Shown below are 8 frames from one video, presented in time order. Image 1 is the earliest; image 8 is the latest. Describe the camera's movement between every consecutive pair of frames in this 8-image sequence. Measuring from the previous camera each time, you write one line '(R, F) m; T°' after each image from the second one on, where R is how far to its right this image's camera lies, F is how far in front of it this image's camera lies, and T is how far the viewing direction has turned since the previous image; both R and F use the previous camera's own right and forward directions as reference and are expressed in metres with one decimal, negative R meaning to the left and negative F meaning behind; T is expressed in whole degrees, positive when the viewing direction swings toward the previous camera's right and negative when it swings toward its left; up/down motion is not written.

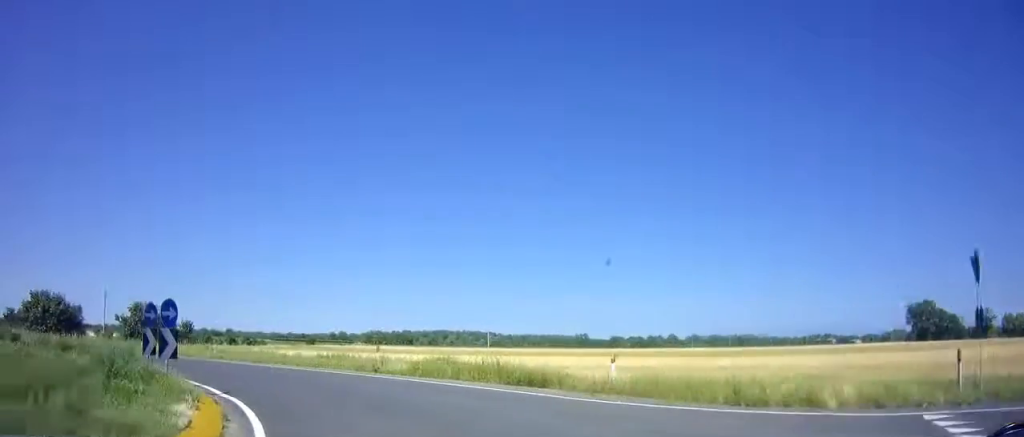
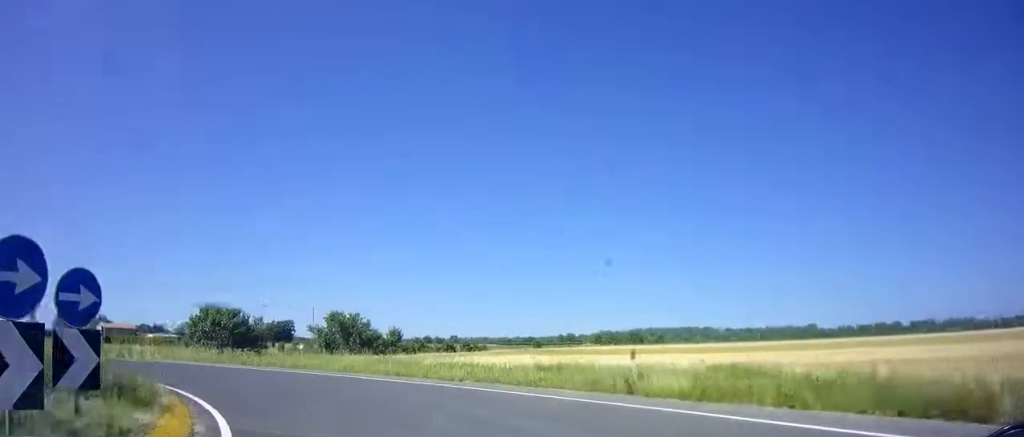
(-1.8, +7.7) m; -26°
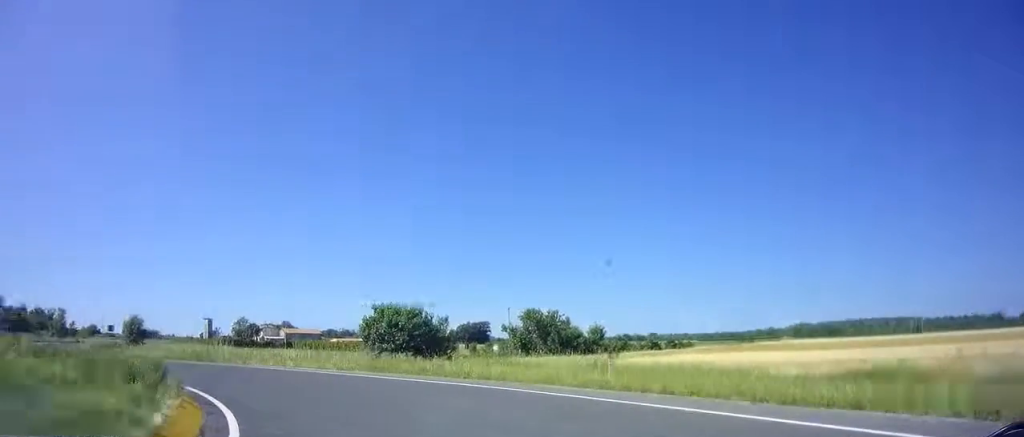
(-0.8, +5.9) m; -18°
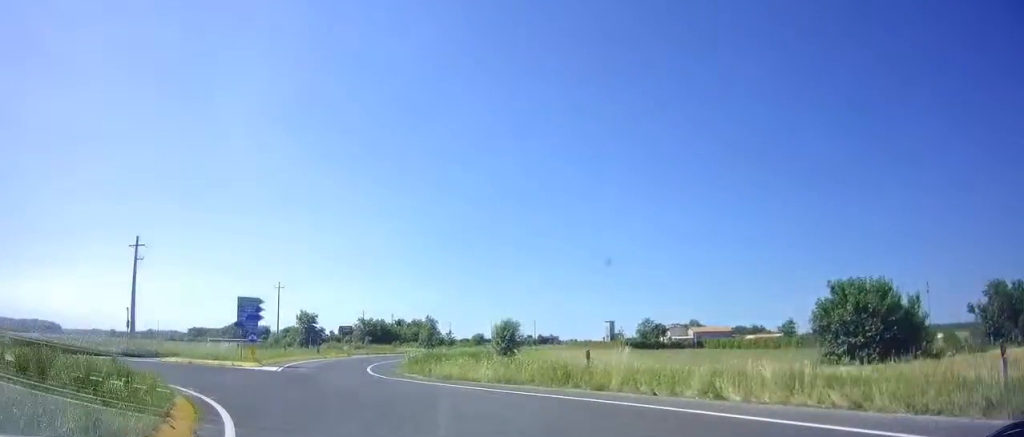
(-4.8, +14.9) m; -26°
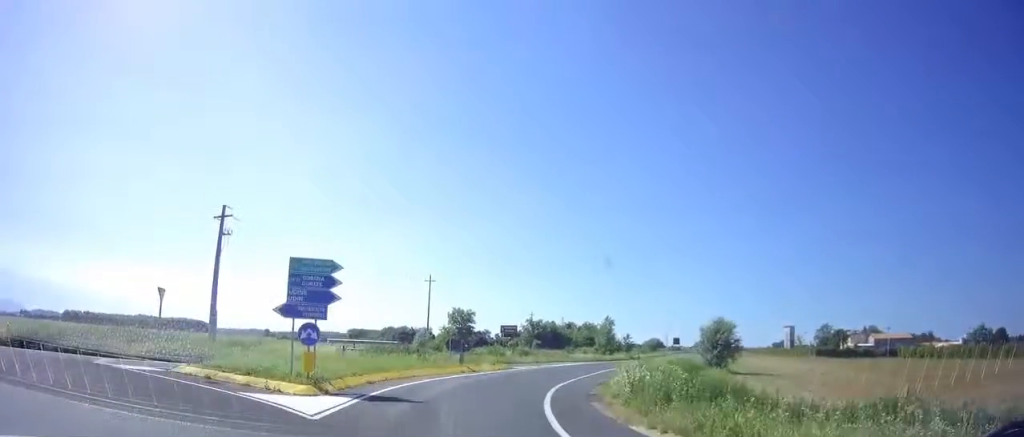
(0.0, +14.0) m; +3°
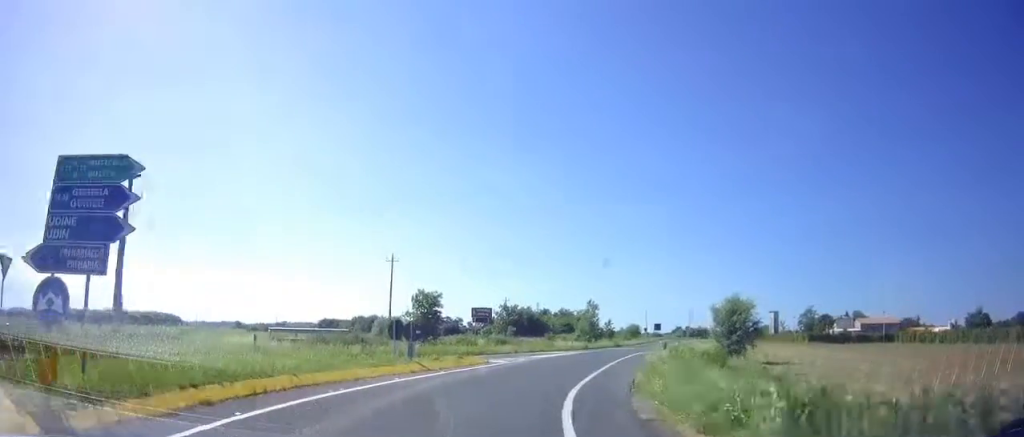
(+0.3, +8.3) m; +6°
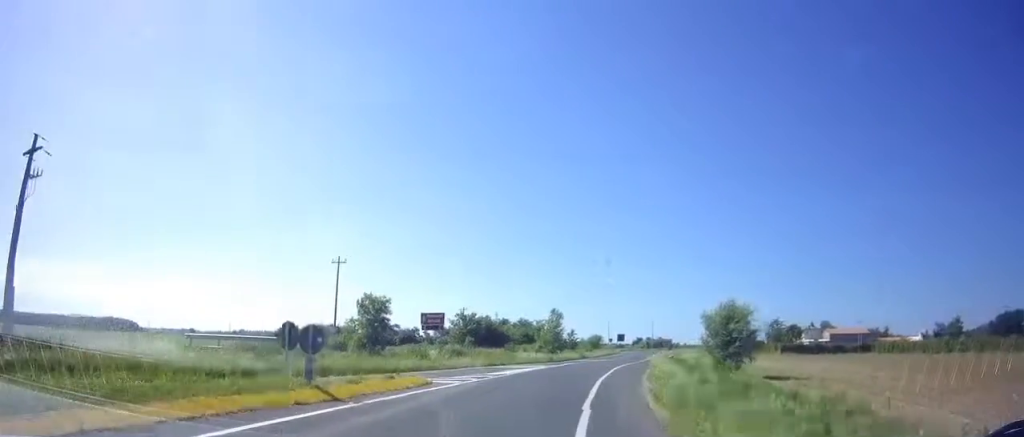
(+0.3, +5.9) m; +4°
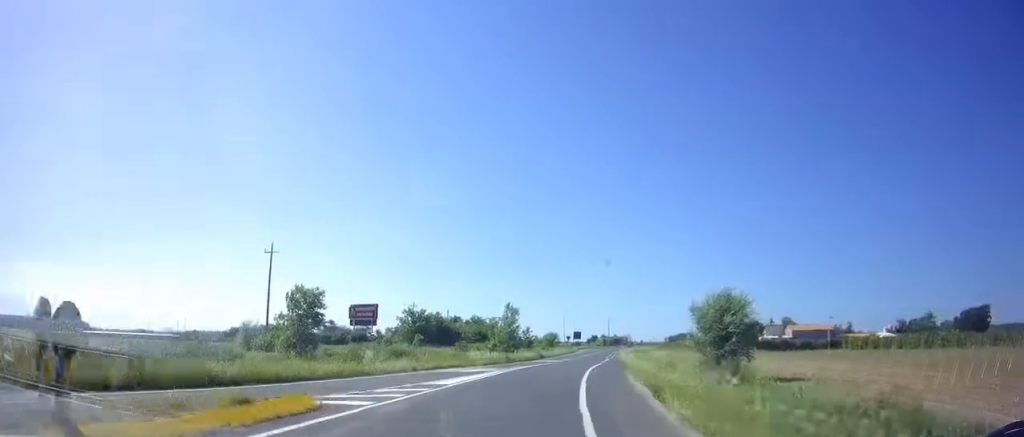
(+0.2, +6.6) m; +3°
